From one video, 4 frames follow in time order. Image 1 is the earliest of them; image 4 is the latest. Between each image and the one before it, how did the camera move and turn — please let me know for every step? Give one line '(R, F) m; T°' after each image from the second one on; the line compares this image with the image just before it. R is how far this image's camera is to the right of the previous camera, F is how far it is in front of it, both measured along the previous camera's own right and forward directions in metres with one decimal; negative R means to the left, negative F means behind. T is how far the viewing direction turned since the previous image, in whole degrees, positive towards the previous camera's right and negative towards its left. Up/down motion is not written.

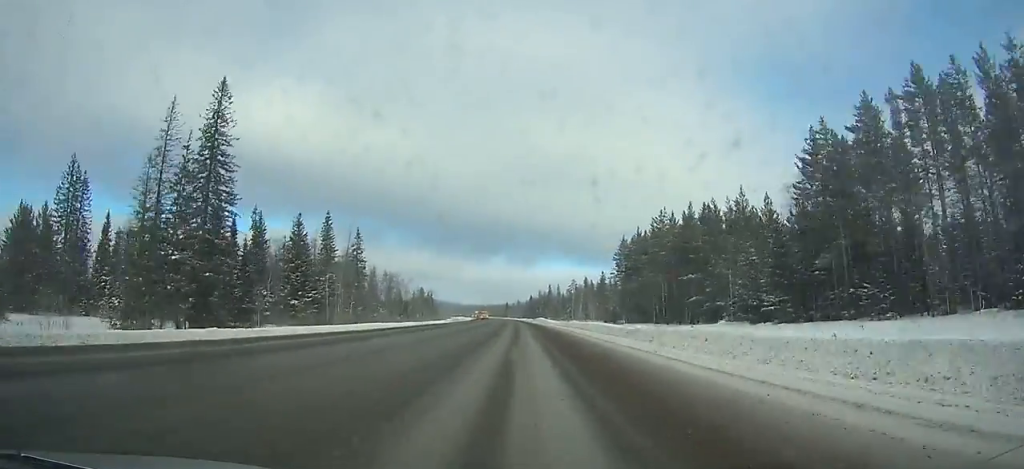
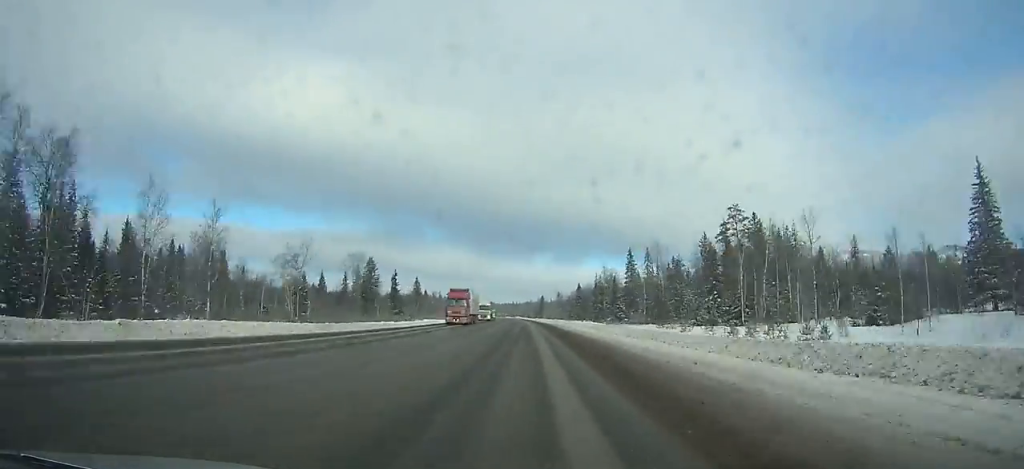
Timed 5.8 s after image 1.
(-4.0, +159.4) m; -3°
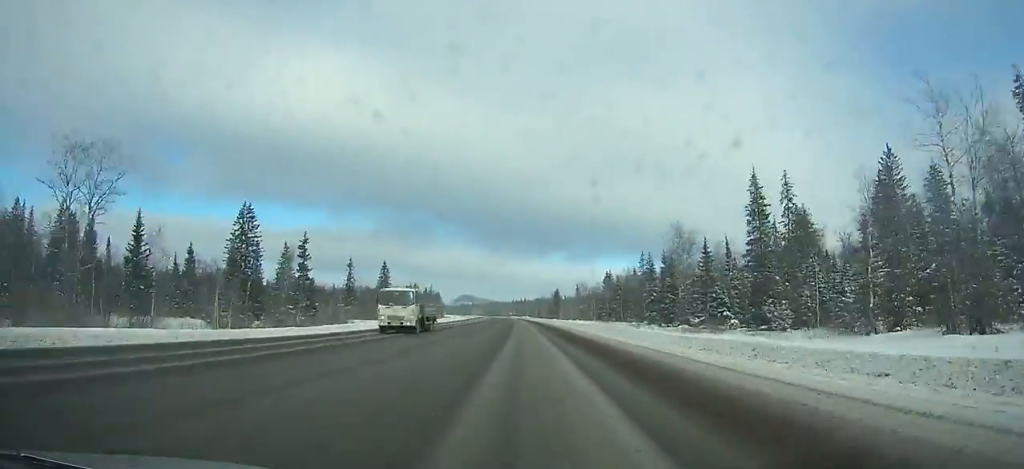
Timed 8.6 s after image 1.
(-0.9, +77.8) m; -1°
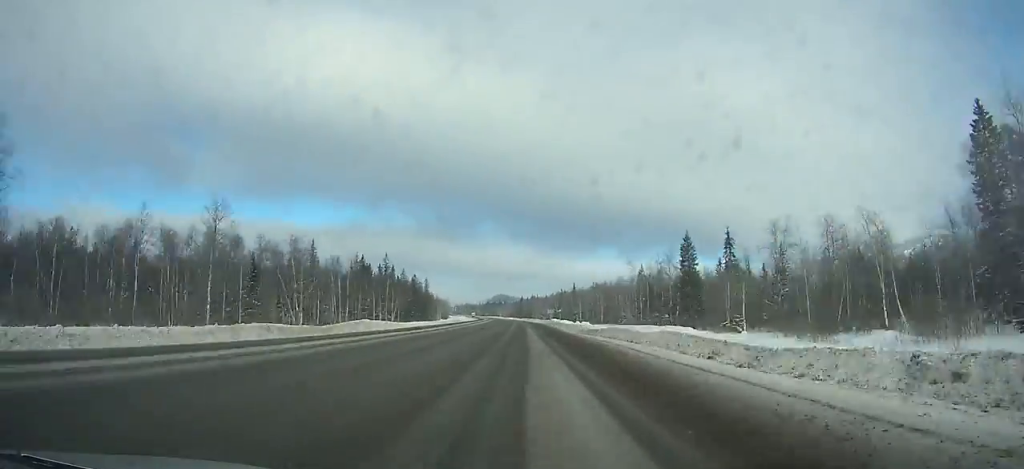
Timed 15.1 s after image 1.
(-4.8, +181.9) m; -3°
